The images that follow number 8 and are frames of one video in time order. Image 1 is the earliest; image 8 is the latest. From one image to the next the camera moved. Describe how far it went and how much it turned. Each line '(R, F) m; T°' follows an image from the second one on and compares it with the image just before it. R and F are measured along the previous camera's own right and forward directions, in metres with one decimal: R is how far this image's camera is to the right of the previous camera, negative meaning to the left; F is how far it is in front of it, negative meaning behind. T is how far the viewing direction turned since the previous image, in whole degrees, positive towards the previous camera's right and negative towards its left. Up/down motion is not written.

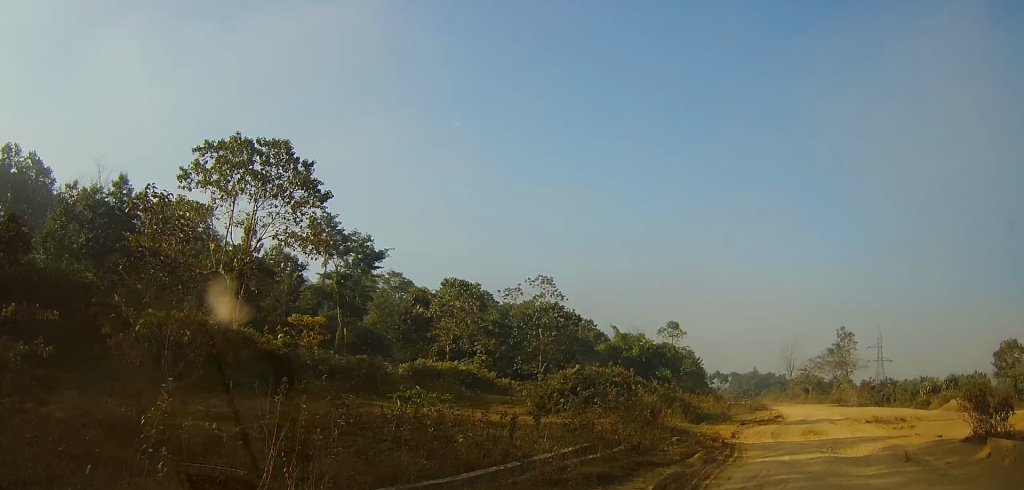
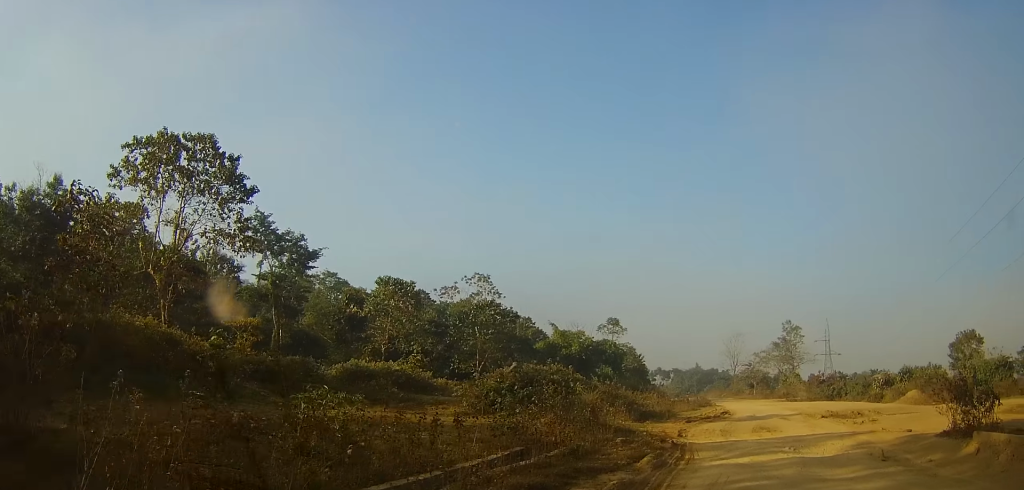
(0.0, +1.5) m; +6°
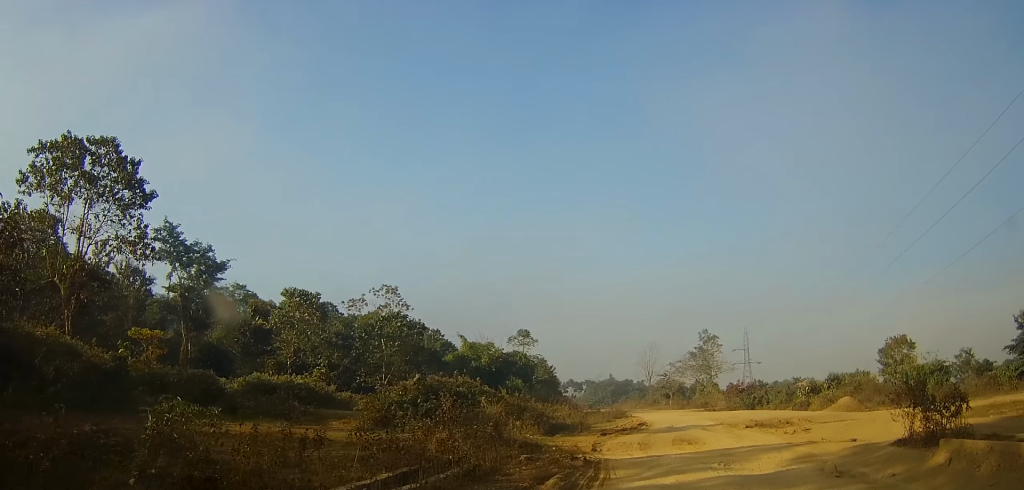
(+0.1, +2.0) m; +5°
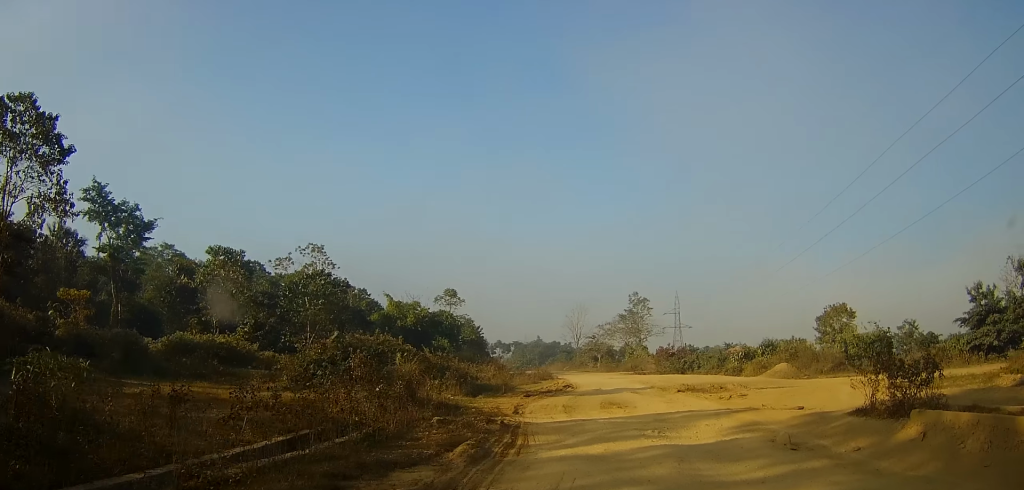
(+0.1, +1.8) m; +4°
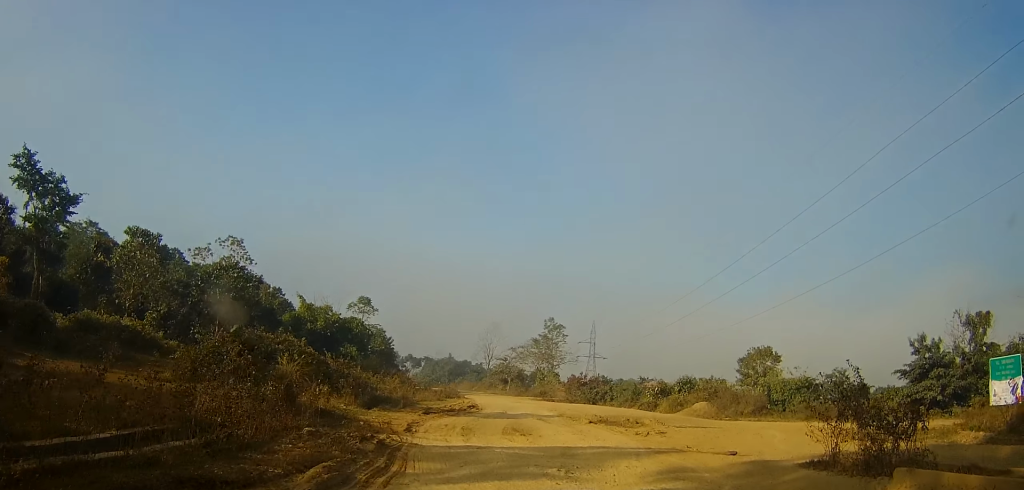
(+0.1, +2.6) m; +7°
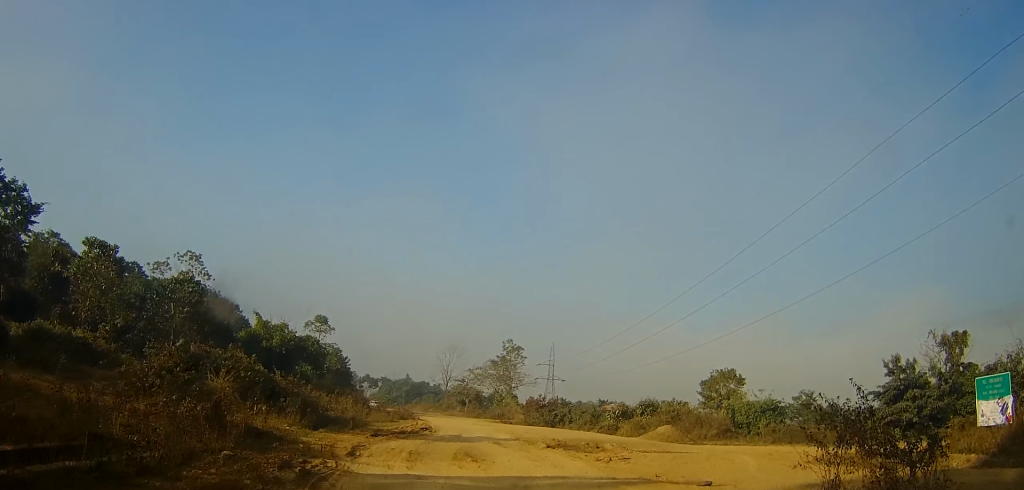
(+0.1, +1.8) m; +5°
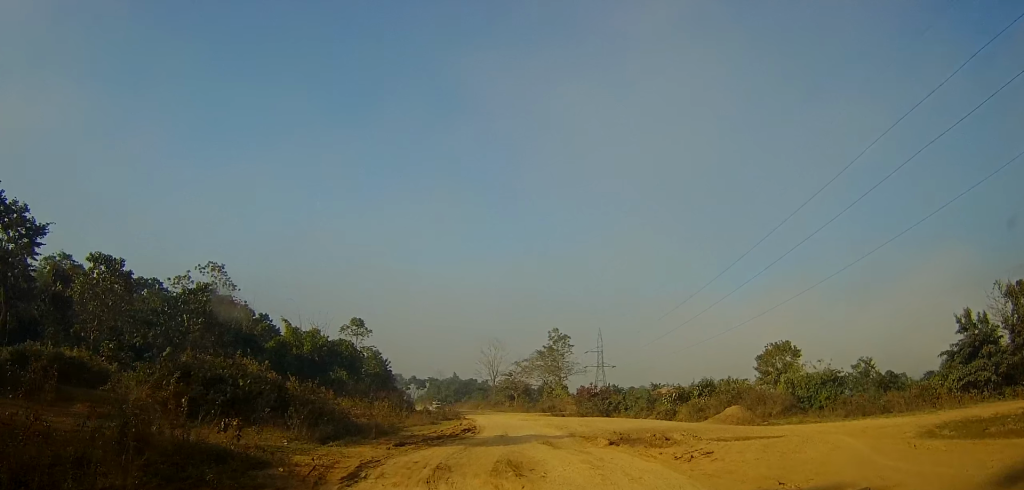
(-0.2, +5.4) m; -5°
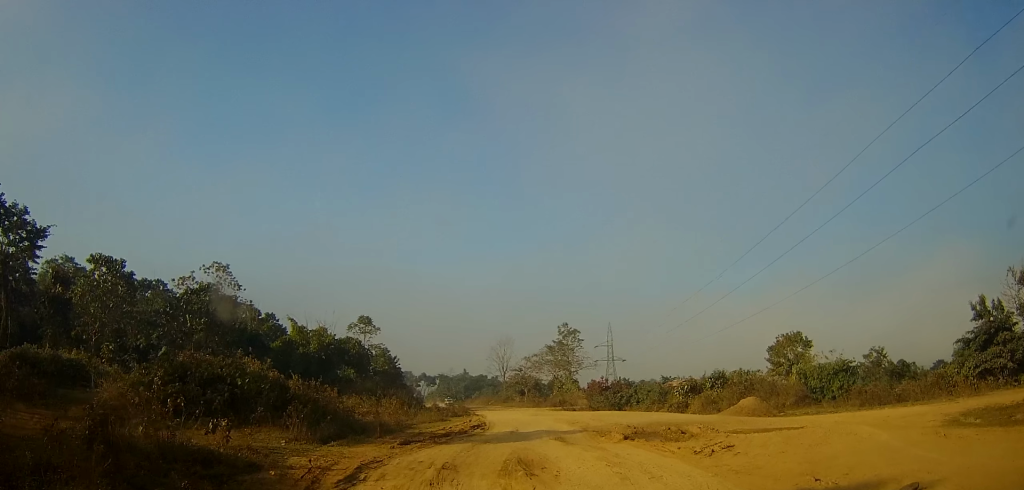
(0.0, +1.0) m; -1°
